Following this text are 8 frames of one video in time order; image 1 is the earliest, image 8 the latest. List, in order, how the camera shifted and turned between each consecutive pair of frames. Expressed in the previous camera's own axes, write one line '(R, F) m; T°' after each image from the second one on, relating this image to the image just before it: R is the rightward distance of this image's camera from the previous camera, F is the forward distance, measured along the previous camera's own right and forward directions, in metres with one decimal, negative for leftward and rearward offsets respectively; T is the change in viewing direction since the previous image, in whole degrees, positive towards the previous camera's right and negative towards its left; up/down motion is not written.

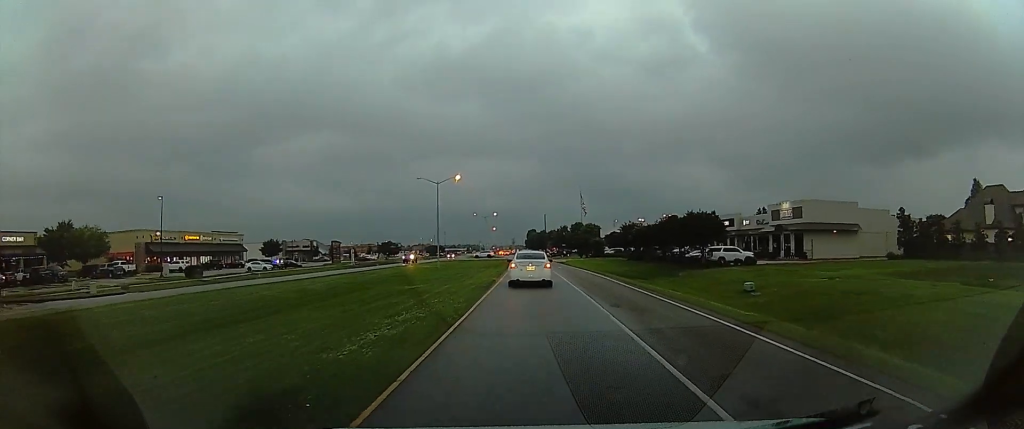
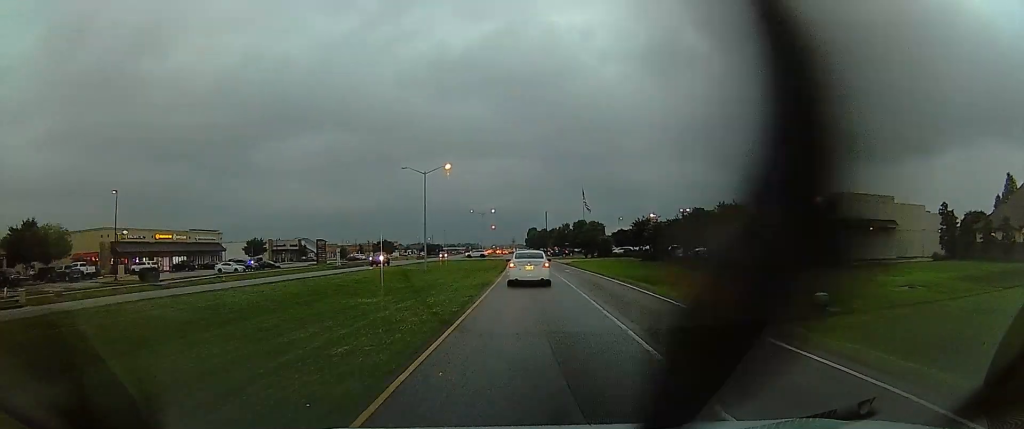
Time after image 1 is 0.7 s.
(-0.5, +9.2) m; -3°
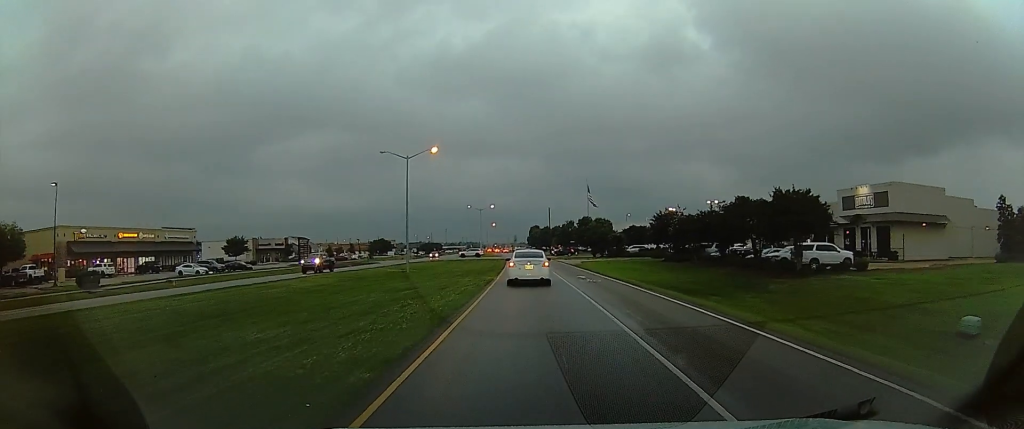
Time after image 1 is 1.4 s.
(0.0, +10.7) m; 0°
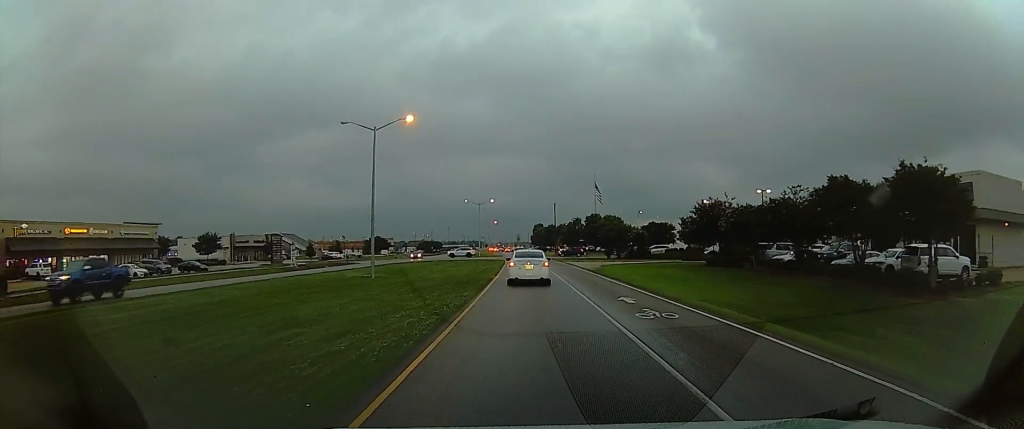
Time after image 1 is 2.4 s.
(0.0, +13.9) m; +5°
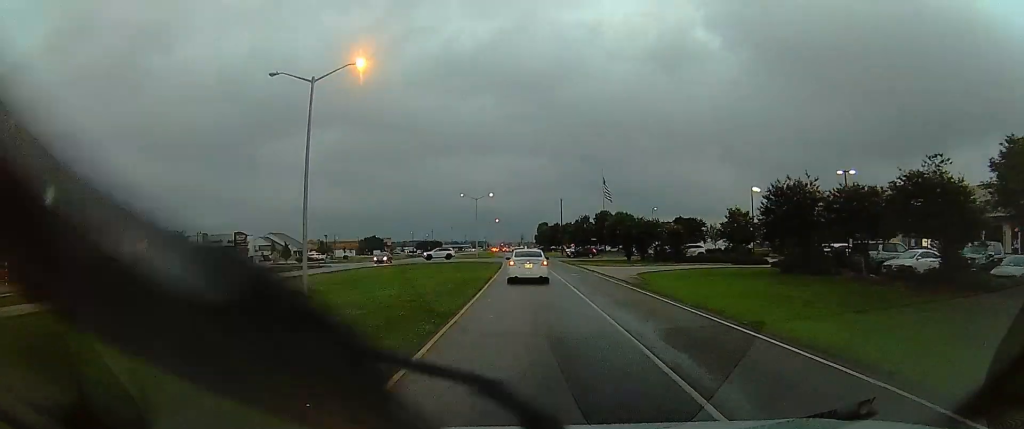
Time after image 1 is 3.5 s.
(+1.3, +13.7) m; +1°
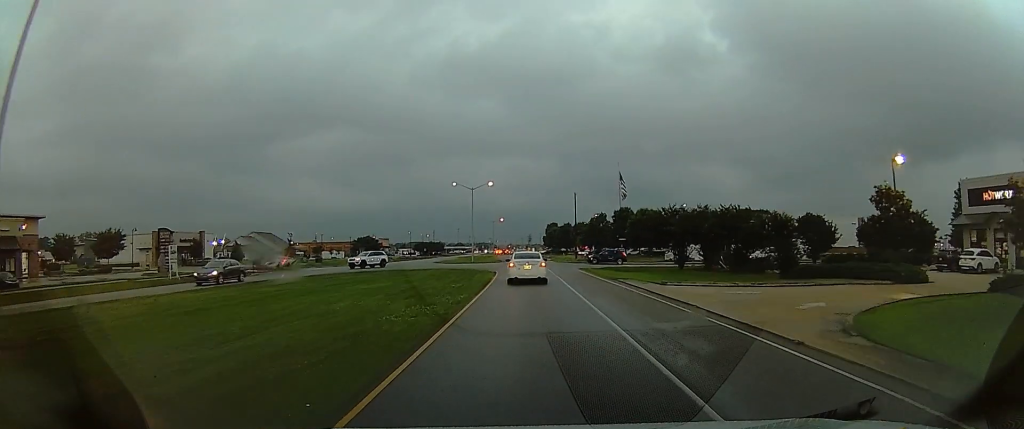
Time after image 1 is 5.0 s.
(-1.9, +20.9) m; -6°
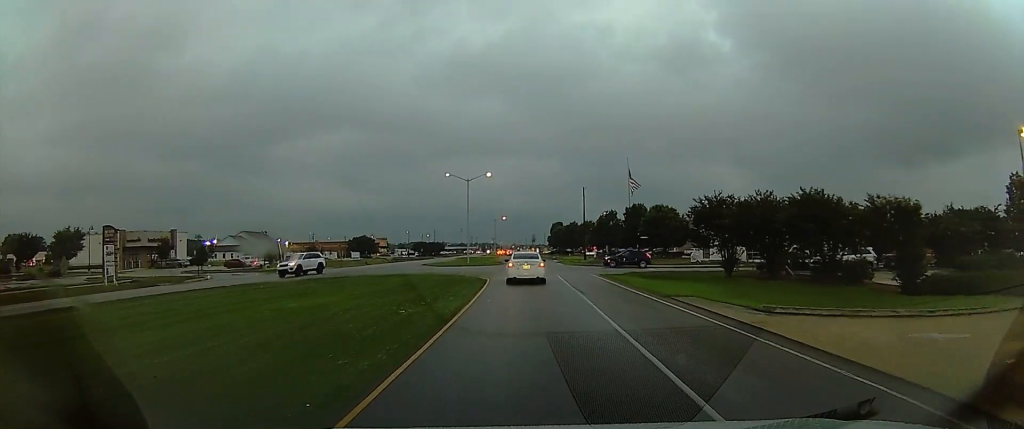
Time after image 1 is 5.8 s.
(0.0, +10.9) m; 0°
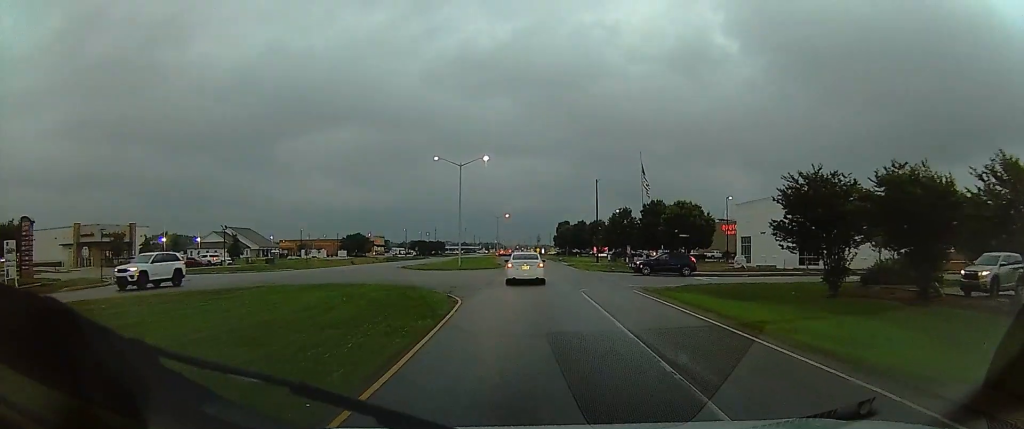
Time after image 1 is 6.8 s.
(0.0, +12.9) m; 0°
